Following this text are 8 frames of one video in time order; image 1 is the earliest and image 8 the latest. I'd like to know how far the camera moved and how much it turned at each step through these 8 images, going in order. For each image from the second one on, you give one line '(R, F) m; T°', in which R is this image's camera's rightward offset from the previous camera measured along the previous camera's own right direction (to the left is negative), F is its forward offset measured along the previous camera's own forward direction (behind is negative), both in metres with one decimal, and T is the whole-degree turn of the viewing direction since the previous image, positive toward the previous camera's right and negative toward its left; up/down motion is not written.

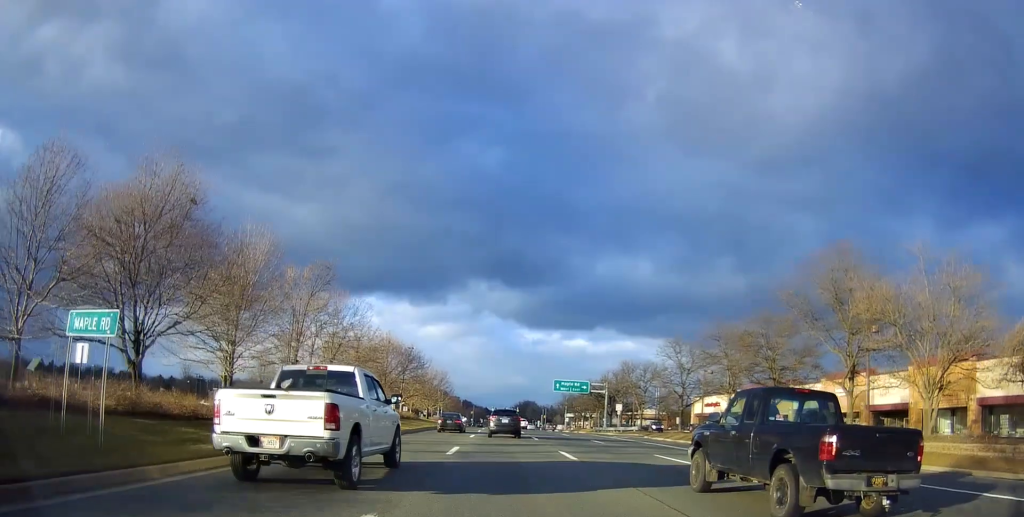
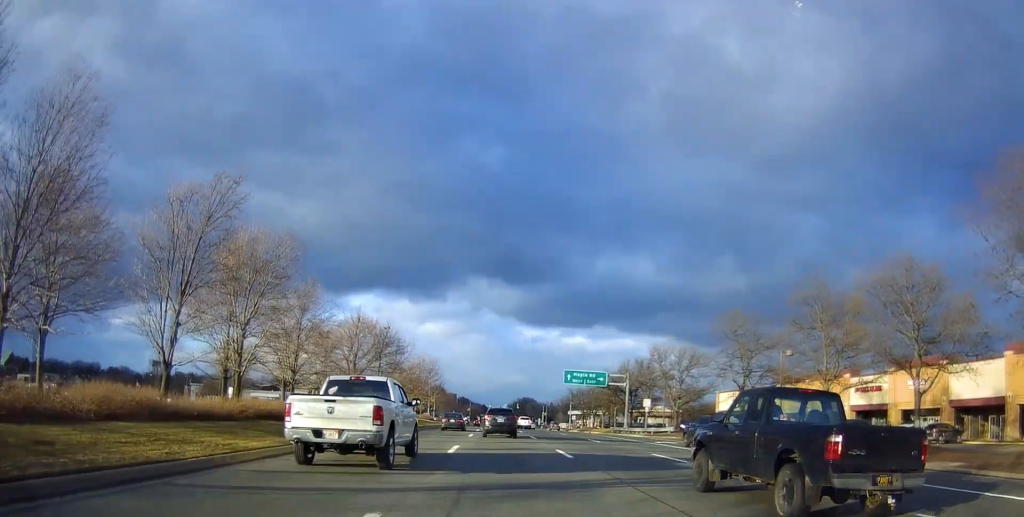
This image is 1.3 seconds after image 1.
(-0.6, +15.6) m; -3°
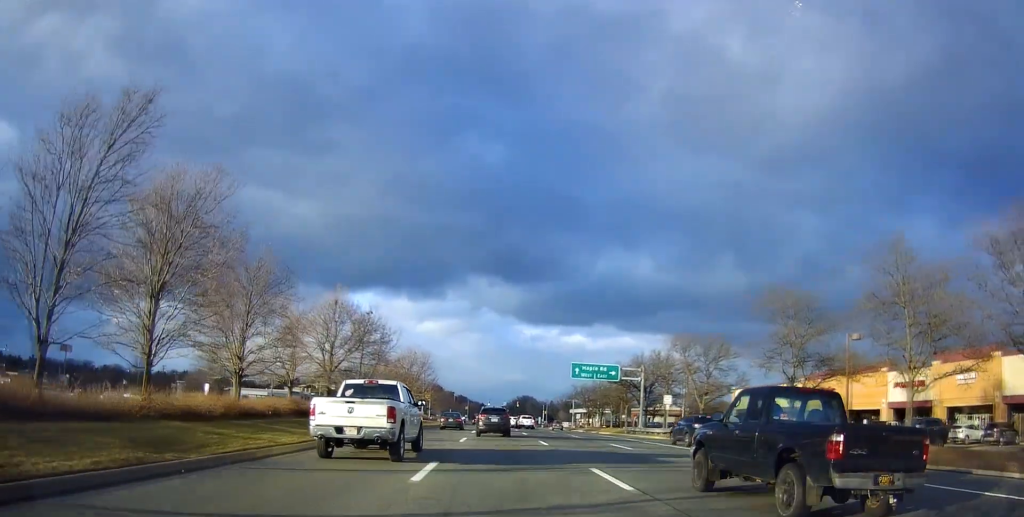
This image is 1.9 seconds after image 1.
(-0.2, +8.3) m; +1°
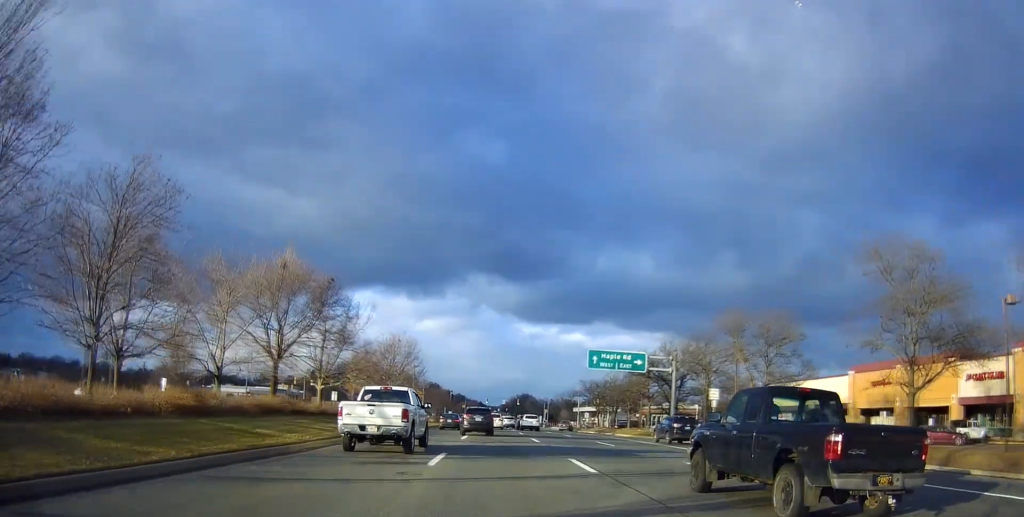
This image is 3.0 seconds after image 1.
(+0.6, +12.6) m; +2°
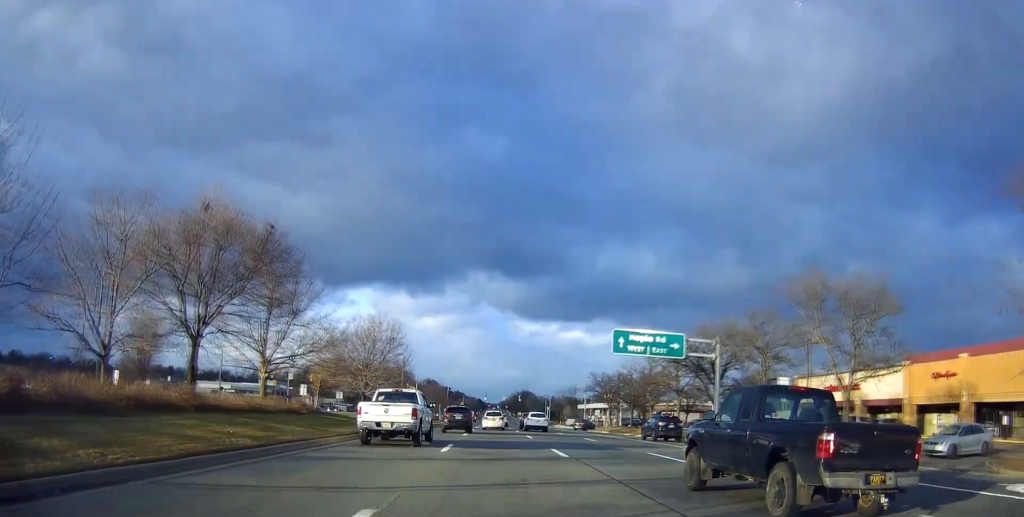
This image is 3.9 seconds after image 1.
(-0.1, +11.6) m; -3°
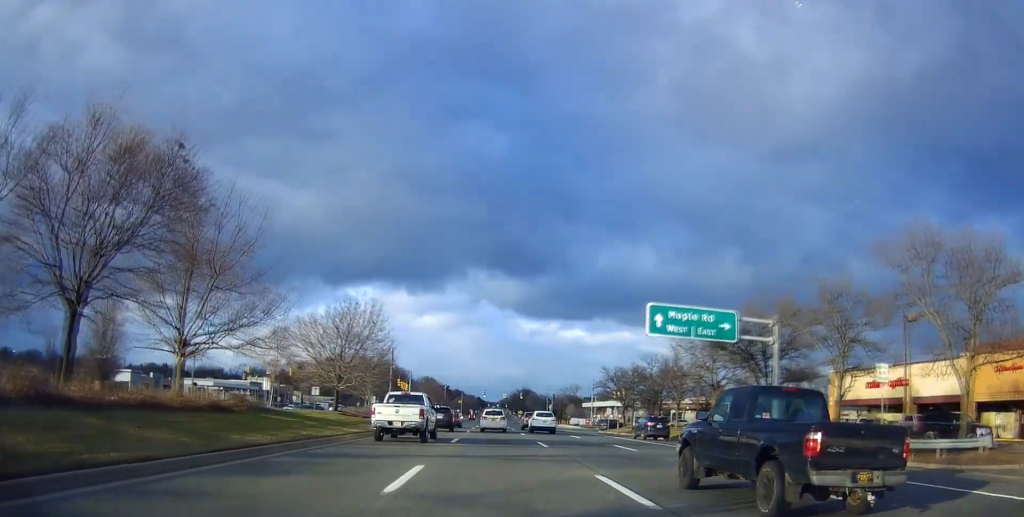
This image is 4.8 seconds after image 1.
(-0.6, +10.1) m; 0°
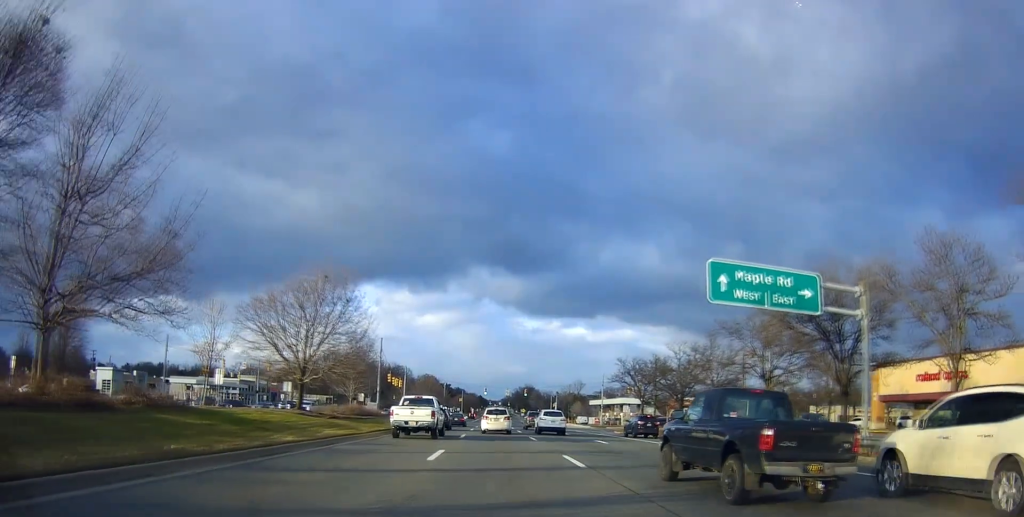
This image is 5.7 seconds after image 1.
(+0.6, +10.1) m; +4°
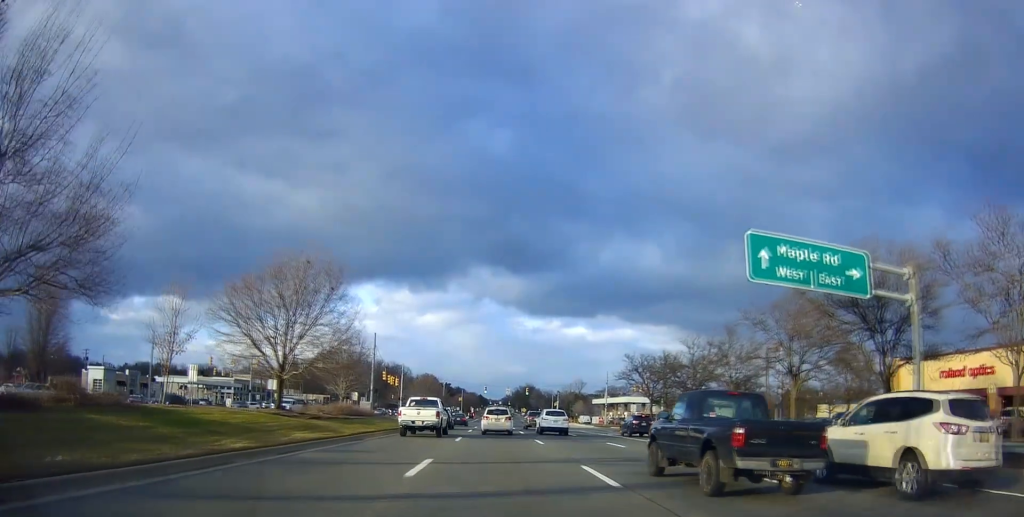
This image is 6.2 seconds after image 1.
(0.0, +4.2) m; 0°
